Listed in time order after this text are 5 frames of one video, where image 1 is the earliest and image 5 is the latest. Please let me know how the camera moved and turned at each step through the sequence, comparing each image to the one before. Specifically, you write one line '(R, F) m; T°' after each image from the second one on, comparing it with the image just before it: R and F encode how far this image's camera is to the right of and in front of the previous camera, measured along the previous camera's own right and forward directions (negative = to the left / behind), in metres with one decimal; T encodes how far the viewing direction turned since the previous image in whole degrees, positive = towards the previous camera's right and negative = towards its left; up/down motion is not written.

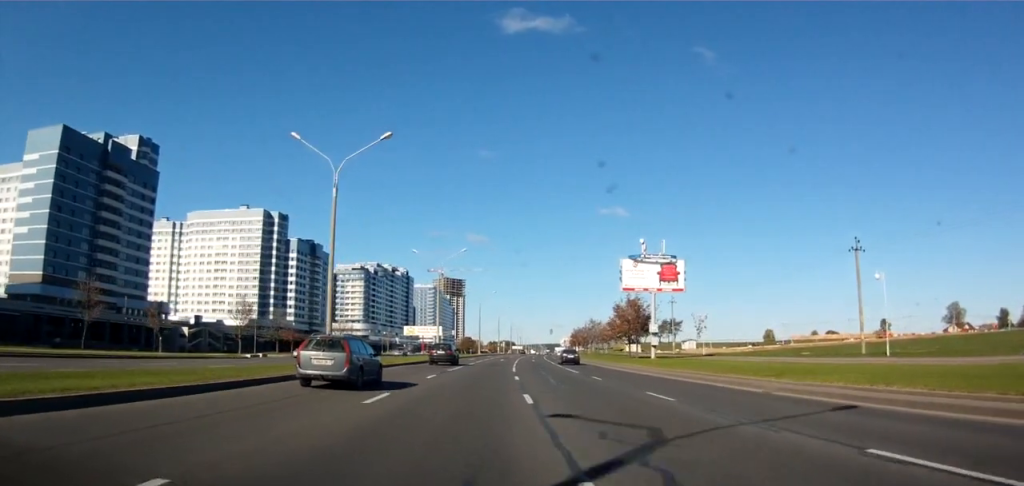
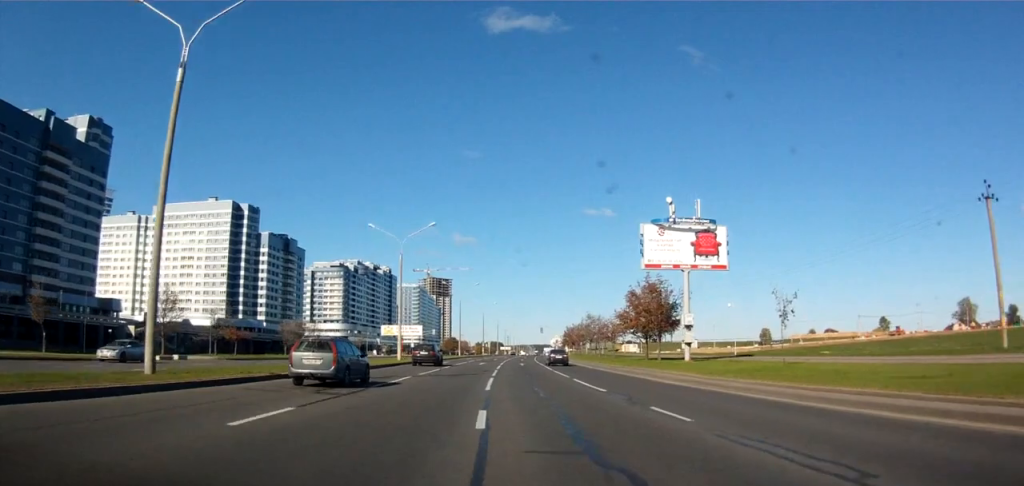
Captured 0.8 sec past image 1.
(+0.5, +16.7) m; 0°
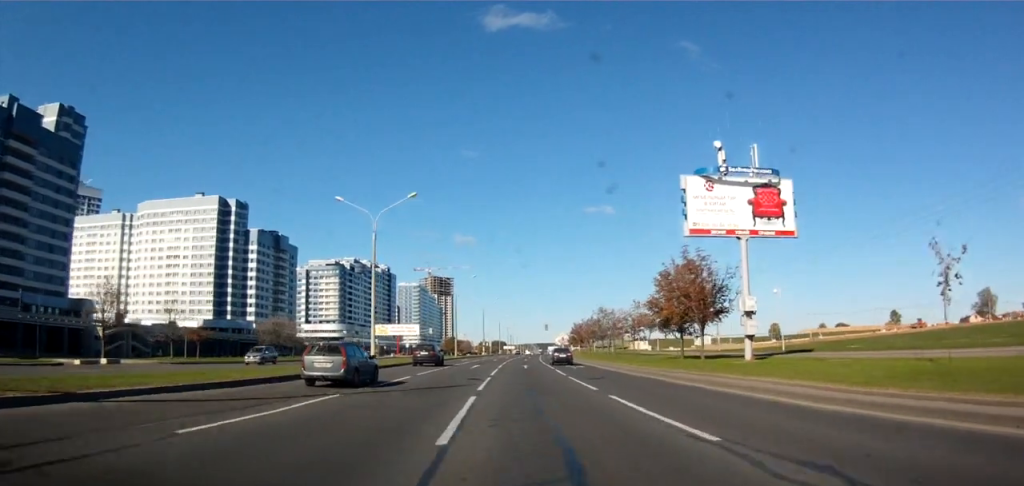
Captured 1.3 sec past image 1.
(-0.3, +12.3) m; -1°
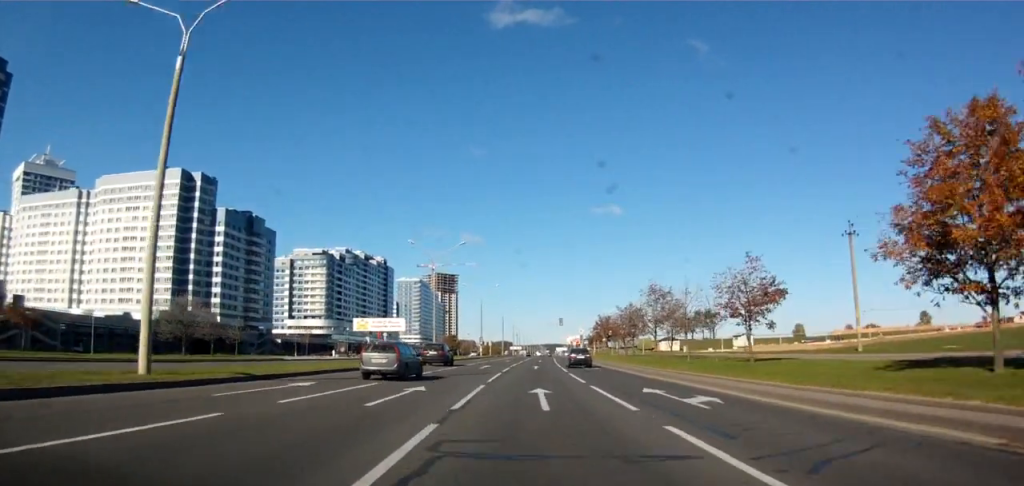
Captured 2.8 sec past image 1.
(-0.2, +31.1) m; +1°
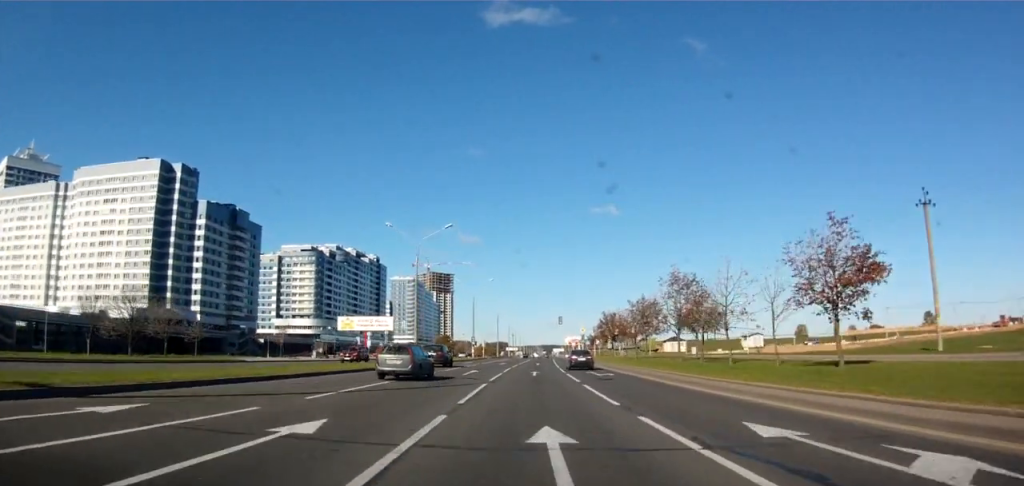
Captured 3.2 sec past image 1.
(+0.1, +9.2) m; 0°
